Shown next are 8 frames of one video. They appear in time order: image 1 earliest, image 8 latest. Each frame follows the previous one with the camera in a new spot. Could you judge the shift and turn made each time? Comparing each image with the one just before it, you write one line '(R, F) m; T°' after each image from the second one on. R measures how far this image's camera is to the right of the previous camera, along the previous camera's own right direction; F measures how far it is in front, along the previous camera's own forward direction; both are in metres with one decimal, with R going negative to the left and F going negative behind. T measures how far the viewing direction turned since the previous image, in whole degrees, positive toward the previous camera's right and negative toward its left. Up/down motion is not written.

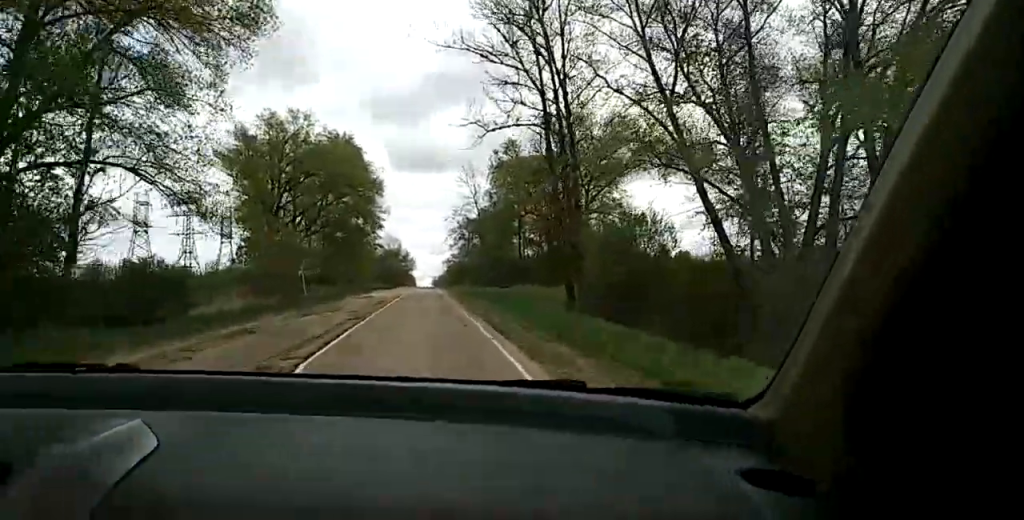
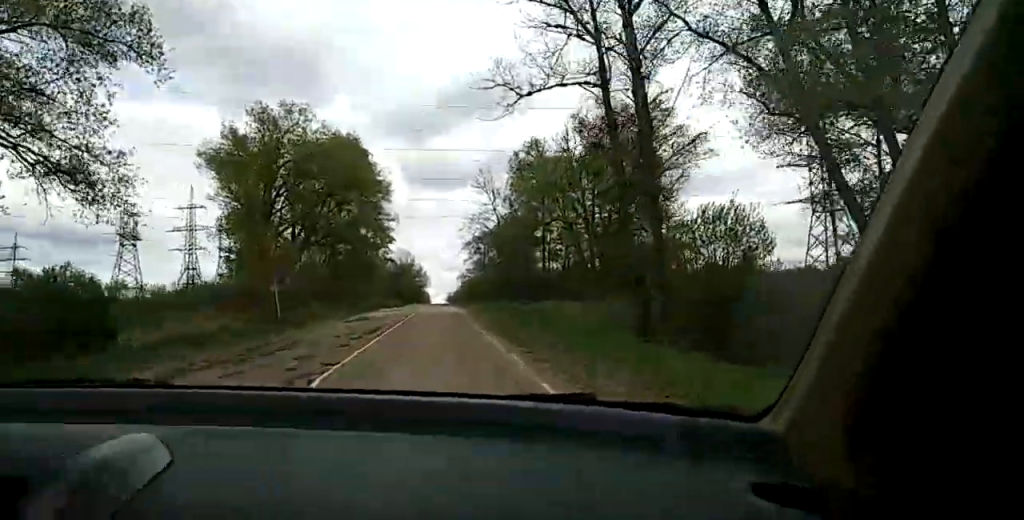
(0.0, +11.3) m; 0°
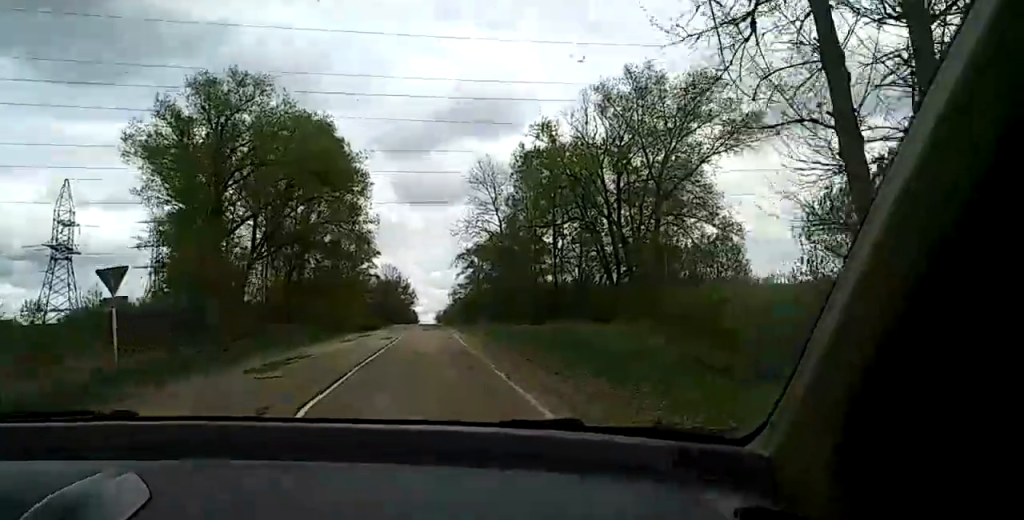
(+0.1, +16.1) m; 0°
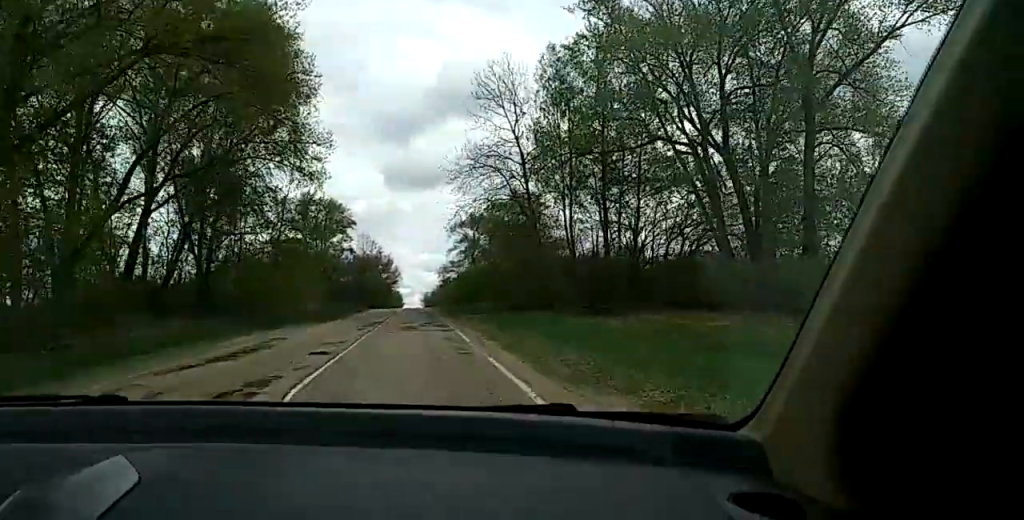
(+0.1, +31.7) m; 0°
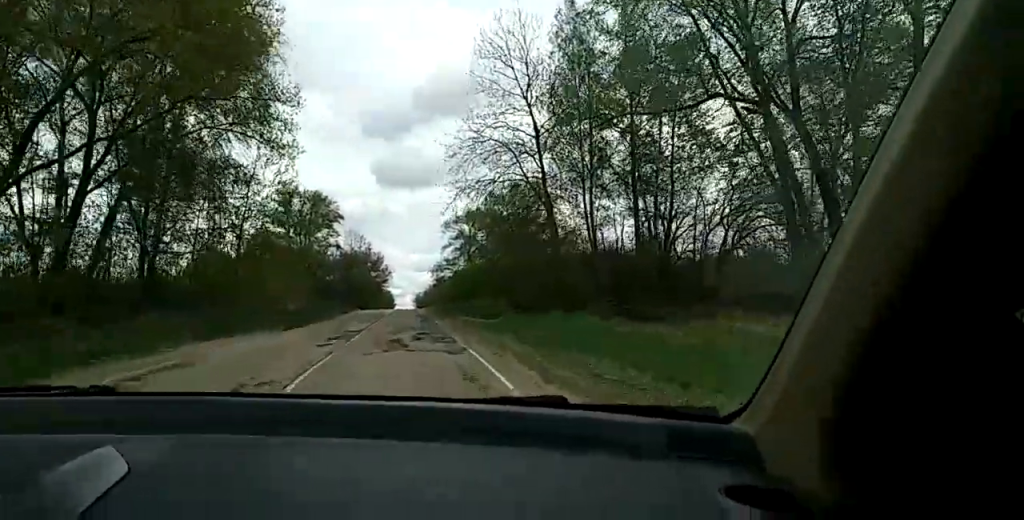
(0.0, +11.7) m; 0°
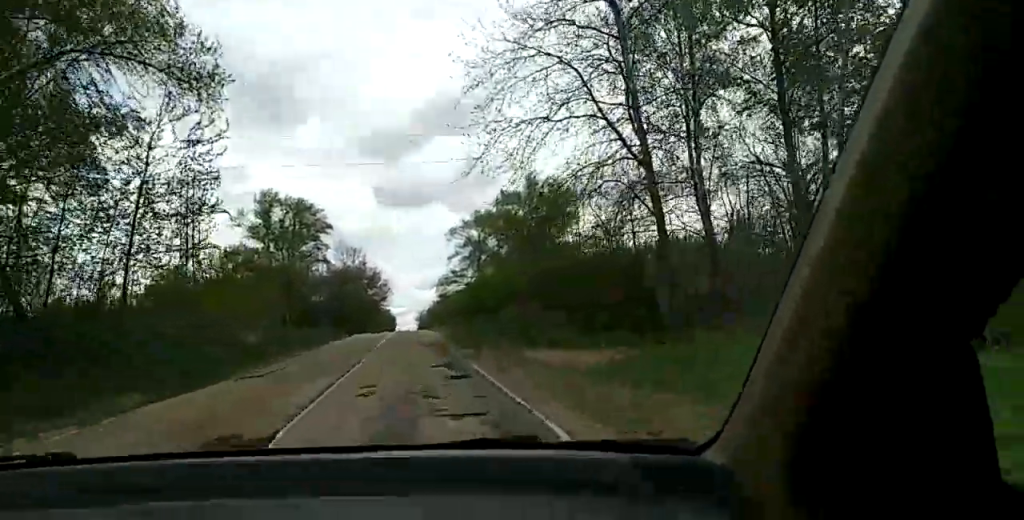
(0.0, +23.5) m; -1°
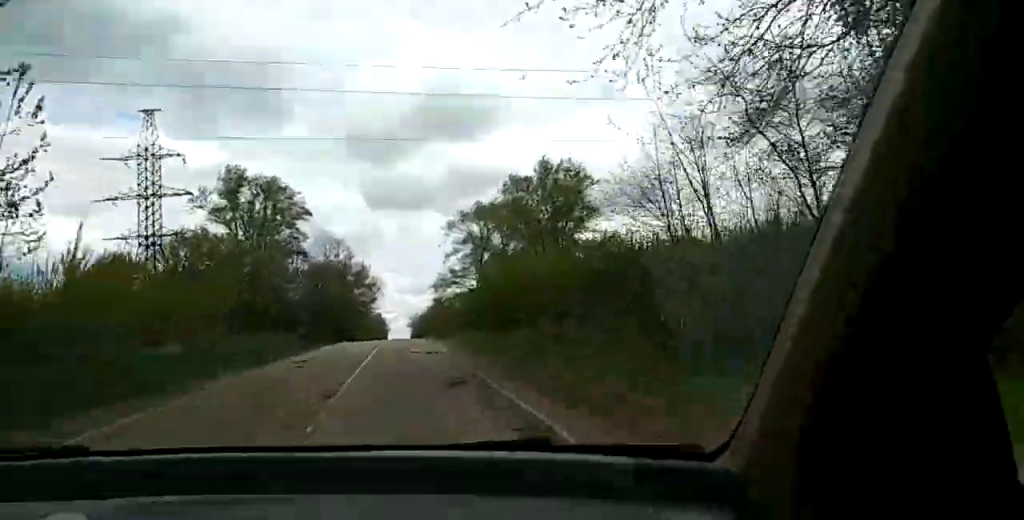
(-0.3, +21.3) m; 0°
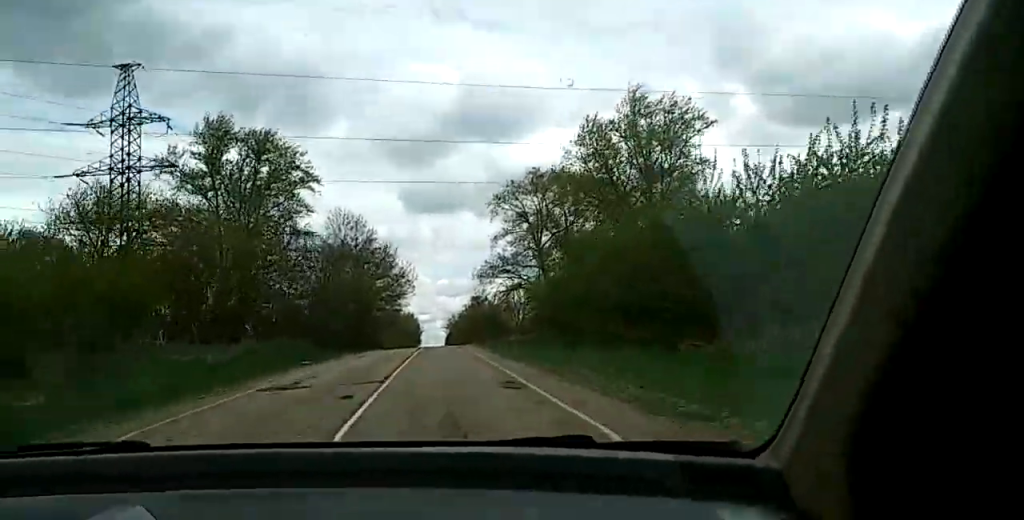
(+0.2, +33.9) m; 0°
